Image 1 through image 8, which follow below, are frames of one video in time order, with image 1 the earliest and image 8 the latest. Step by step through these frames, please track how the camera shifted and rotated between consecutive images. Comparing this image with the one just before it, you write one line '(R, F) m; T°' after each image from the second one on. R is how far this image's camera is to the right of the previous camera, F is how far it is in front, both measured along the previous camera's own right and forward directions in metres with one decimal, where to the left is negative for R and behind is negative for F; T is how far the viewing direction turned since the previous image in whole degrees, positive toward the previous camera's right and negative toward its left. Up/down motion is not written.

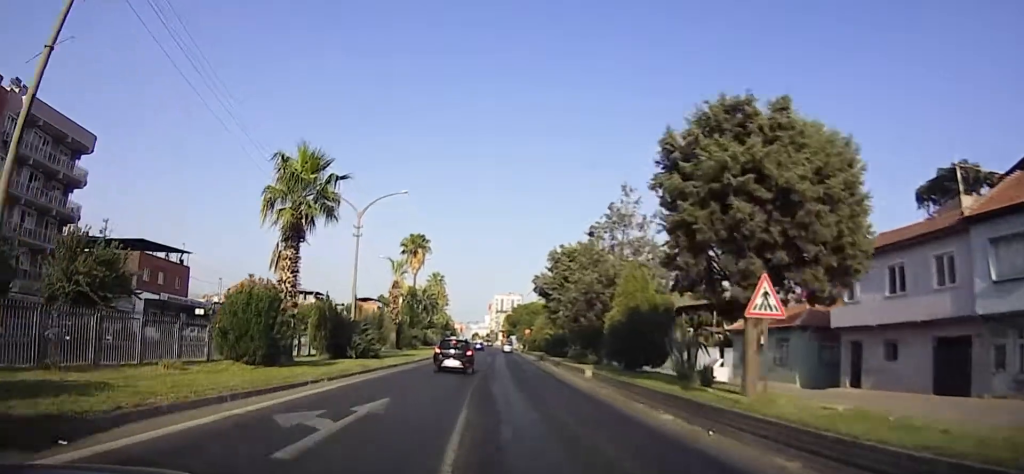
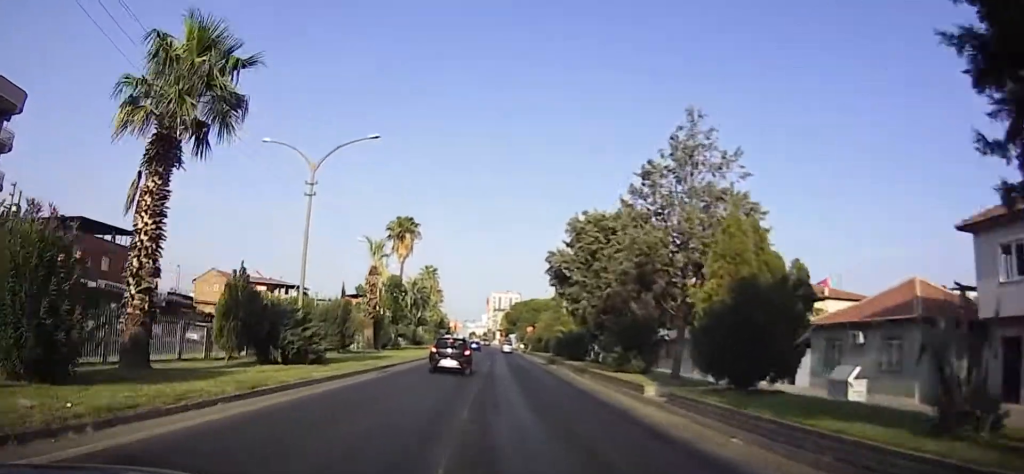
(0.0, +11.5) m; +1°
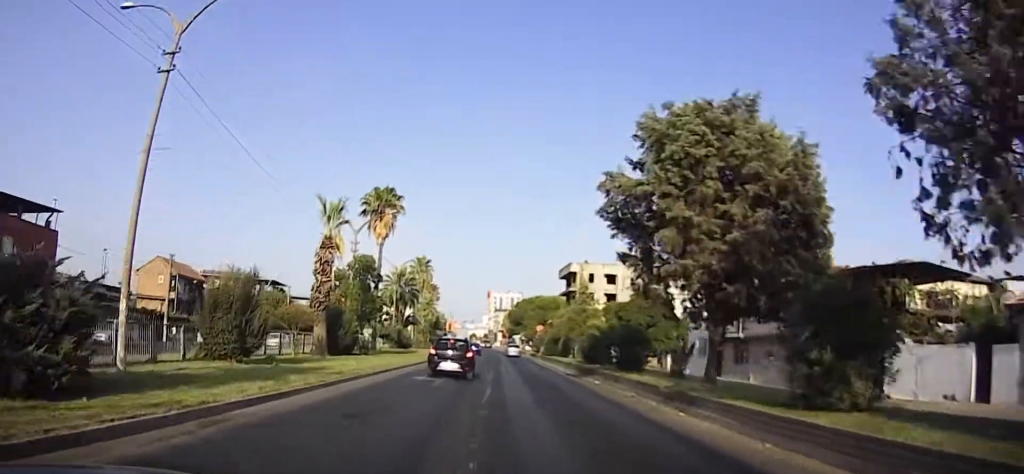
(+0.1, +16.8) m; 0°
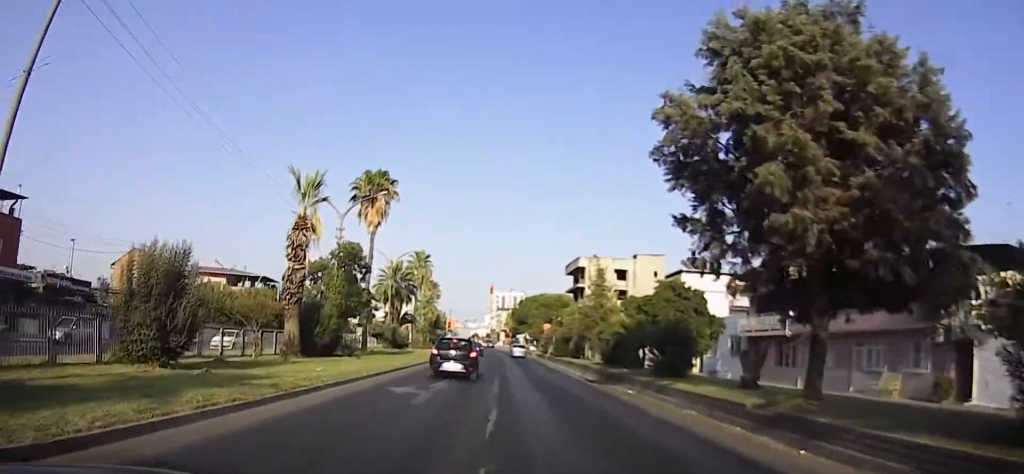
(-0.1, +6.5) m; -1°
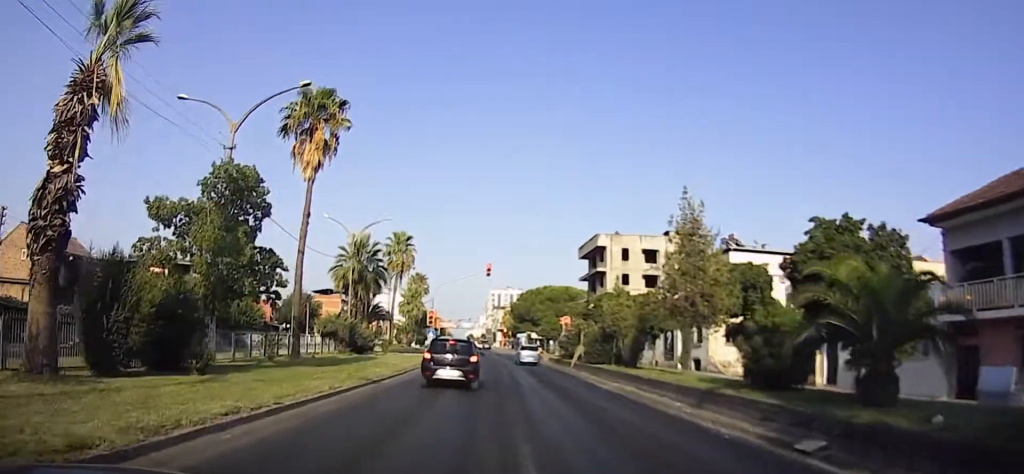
(-0.4, +21.8) m; -1°
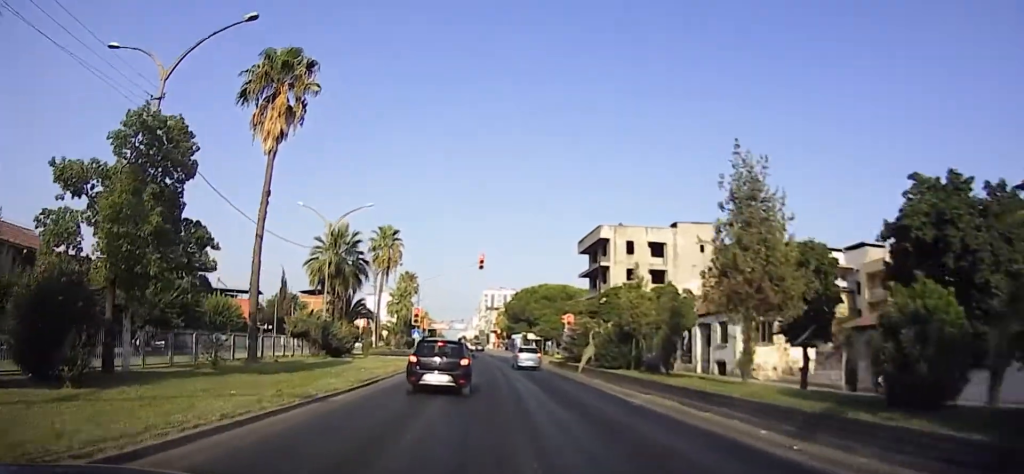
(0.0, +6.0) m; 0°
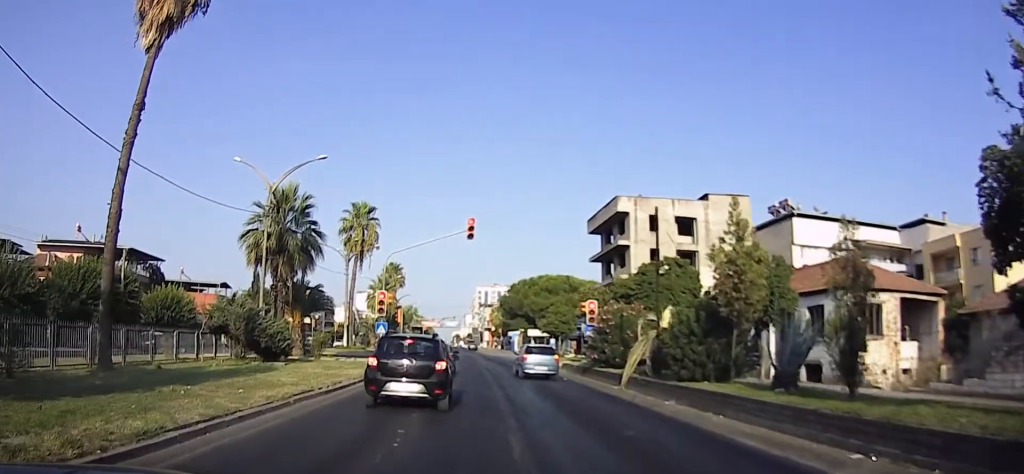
(+0.1, +12.3) m; +3°
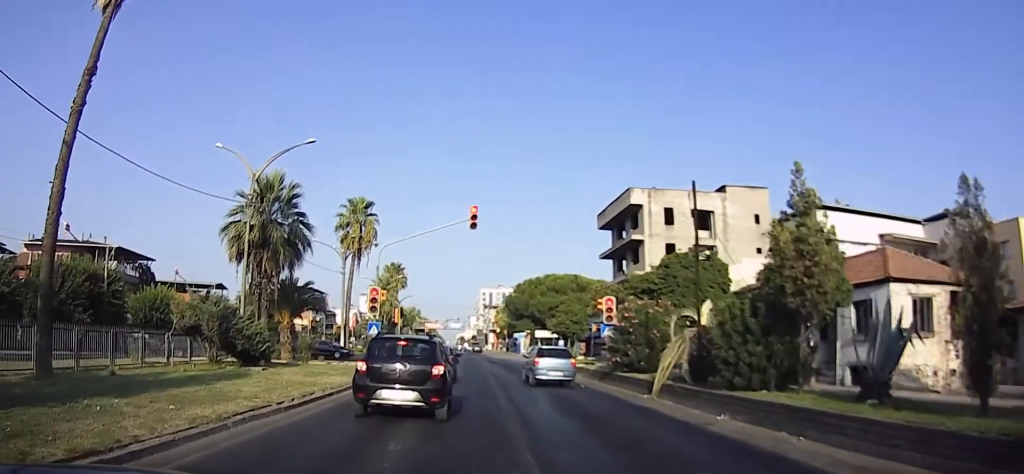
(+0.1, +2.9) m; +1°
